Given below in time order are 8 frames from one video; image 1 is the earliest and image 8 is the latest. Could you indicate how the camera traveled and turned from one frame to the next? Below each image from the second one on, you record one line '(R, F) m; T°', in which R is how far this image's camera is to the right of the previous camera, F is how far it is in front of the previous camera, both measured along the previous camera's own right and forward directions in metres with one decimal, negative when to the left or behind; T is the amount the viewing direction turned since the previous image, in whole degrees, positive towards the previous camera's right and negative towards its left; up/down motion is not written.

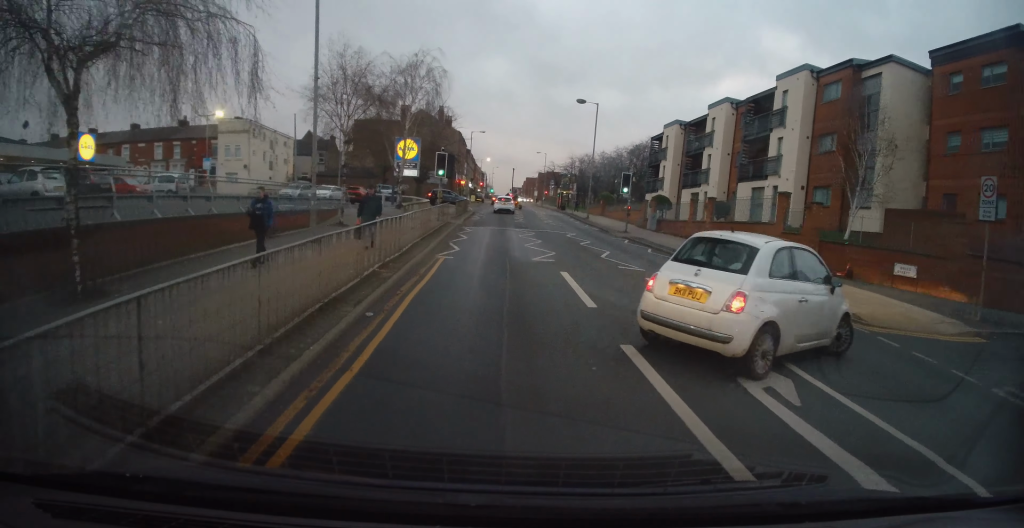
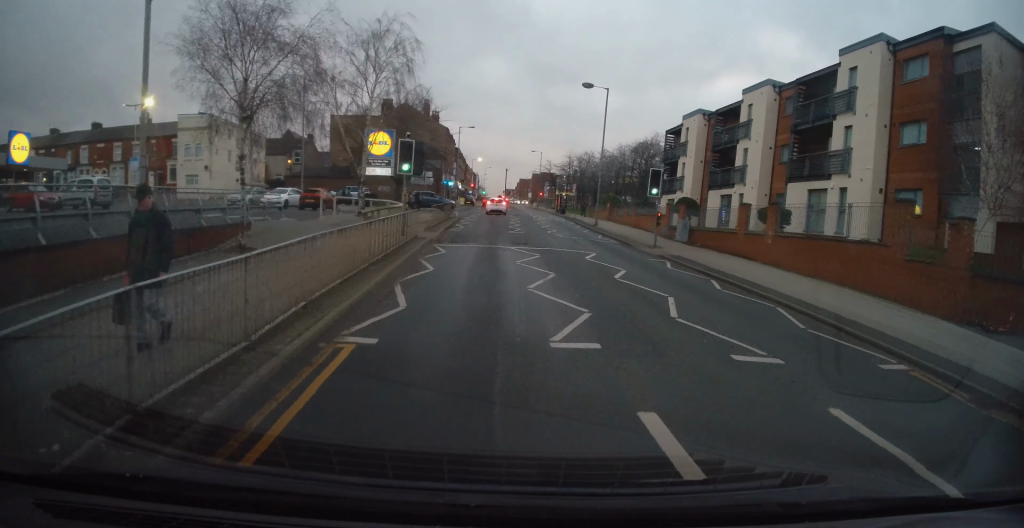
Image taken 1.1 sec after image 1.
(-0.1, +7.7) m; -2°
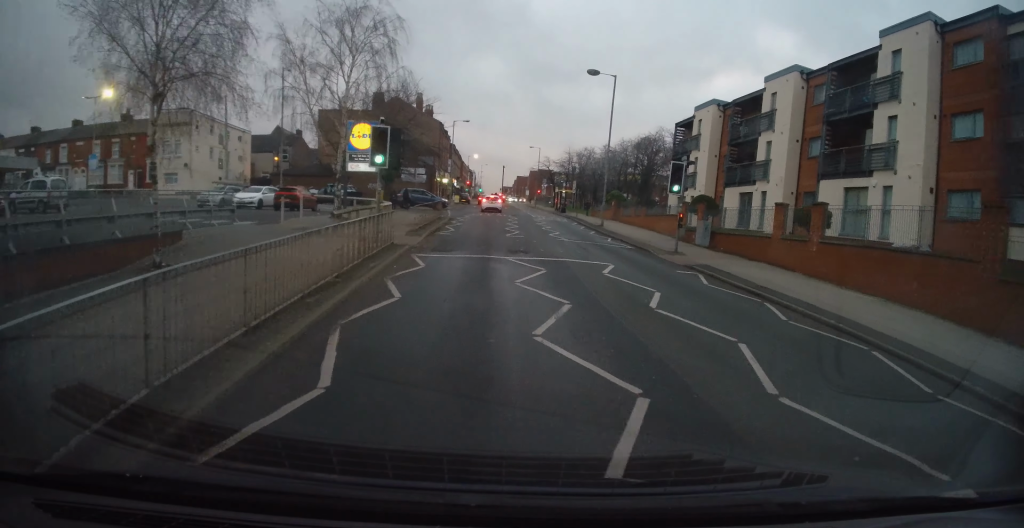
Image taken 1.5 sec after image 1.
(0.0, +3.5) m; 0°
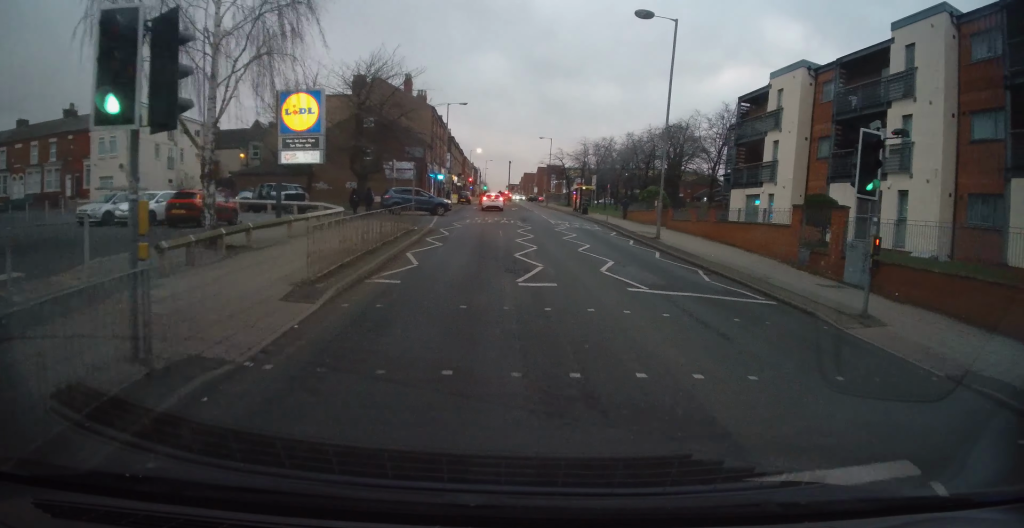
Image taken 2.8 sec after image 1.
(+0.1, +11.0) m; 0°
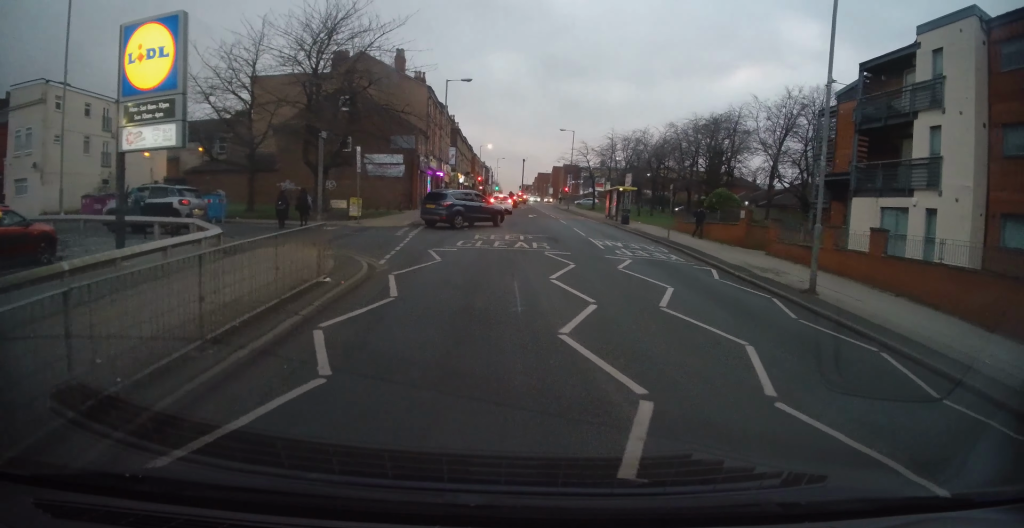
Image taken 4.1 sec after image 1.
(-0.3, +11.6) m; -2°
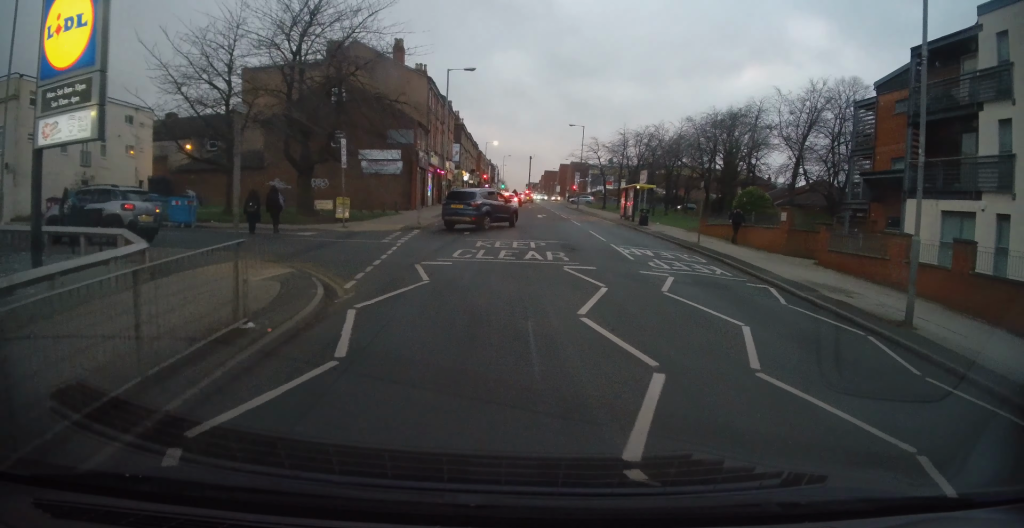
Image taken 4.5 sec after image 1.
(+0.1, +3.3) m; -1°
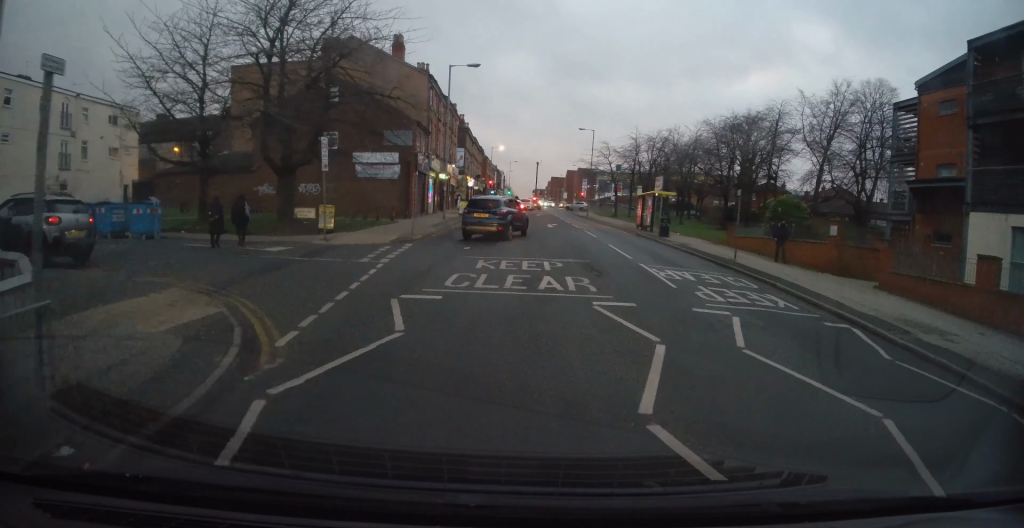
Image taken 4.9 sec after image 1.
(+0.1, +3.2) m; -1°
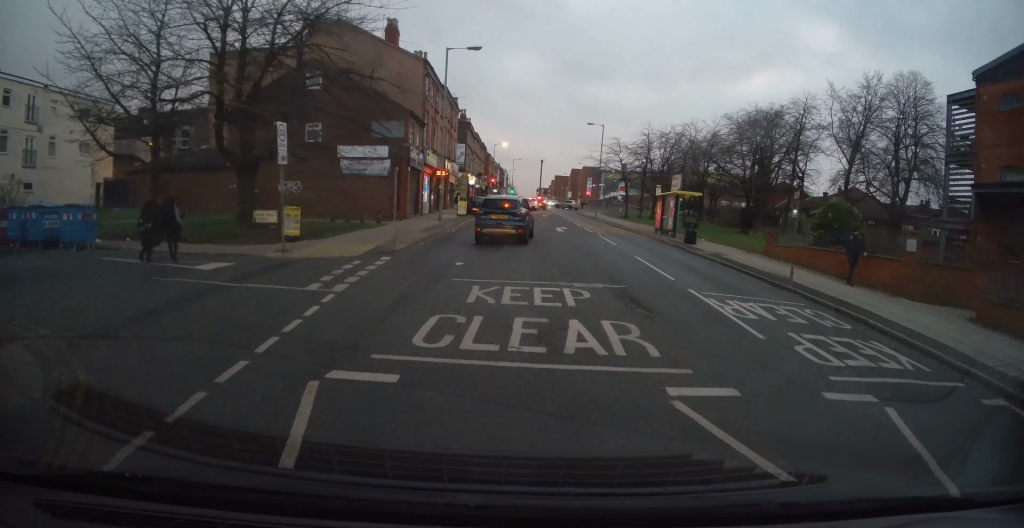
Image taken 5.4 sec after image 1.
(0.0, +3.9) m; 0°
